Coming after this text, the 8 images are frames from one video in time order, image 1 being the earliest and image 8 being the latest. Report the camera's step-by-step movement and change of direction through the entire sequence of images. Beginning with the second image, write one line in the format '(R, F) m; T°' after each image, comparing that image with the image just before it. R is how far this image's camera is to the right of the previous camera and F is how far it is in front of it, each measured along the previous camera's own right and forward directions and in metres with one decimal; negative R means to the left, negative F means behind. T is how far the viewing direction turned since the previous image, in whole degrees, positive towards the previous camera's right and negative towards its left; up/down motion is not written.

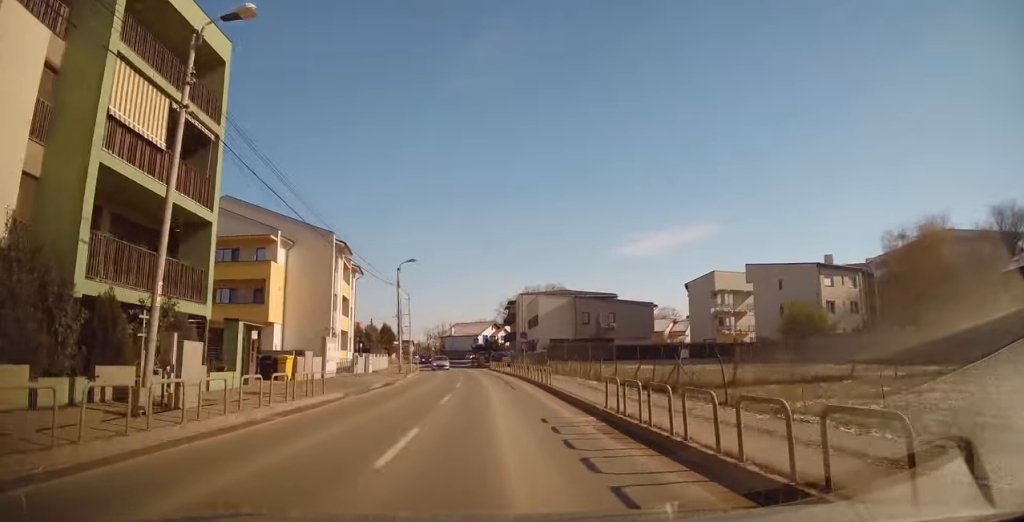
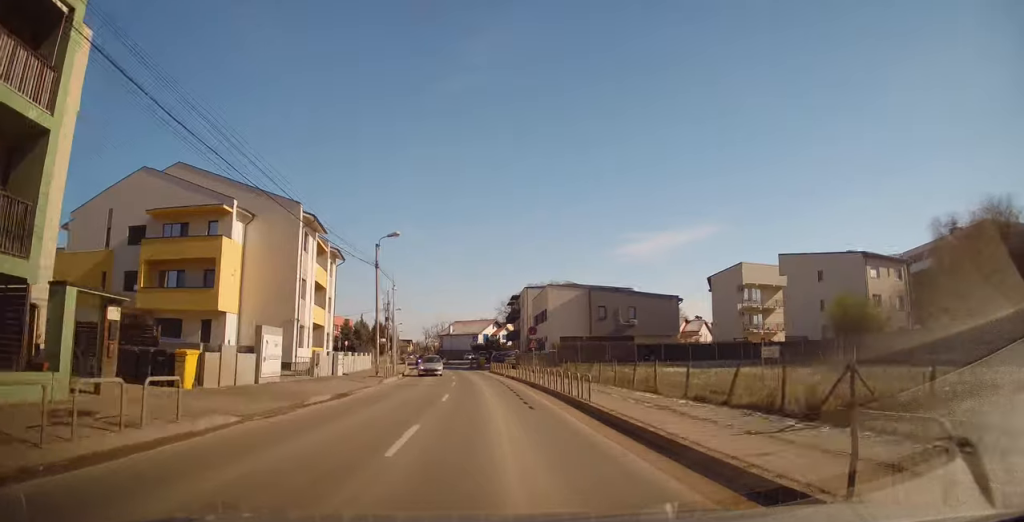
(0.0, +8.1) m; 0°
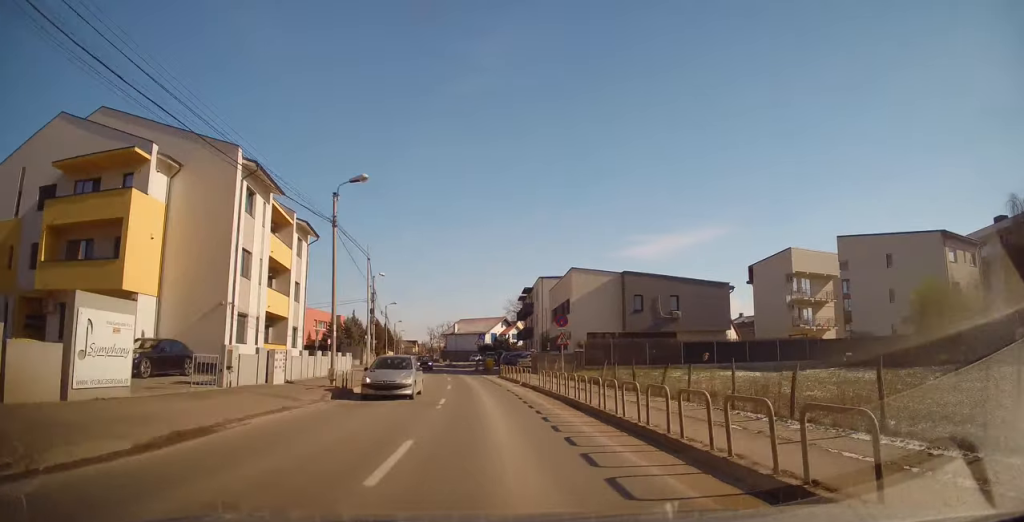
(0.0, +10.2) m; -1°
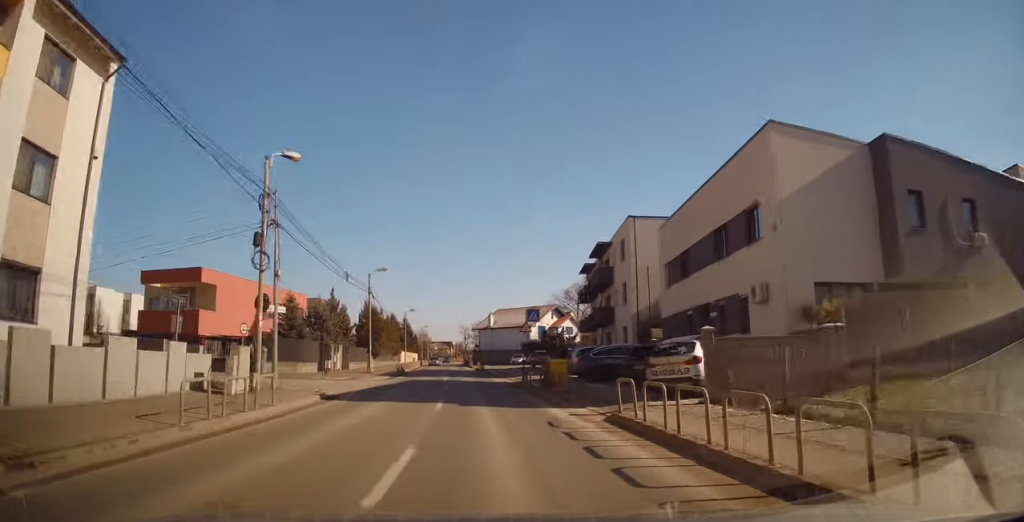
(-1.4, +26.5) m; -5°
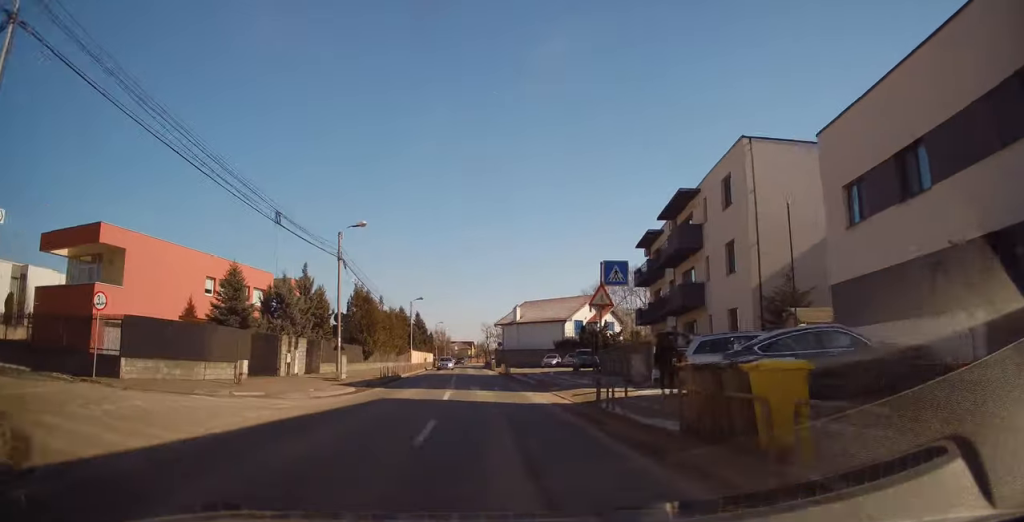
(-0.2, +13.8) m; 0°
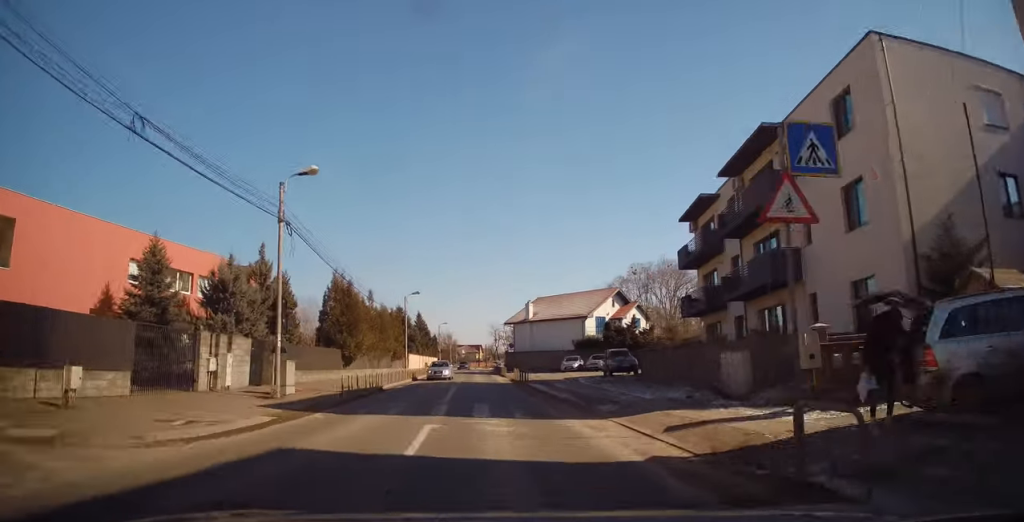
(+0.3, +8.7) m; 0°
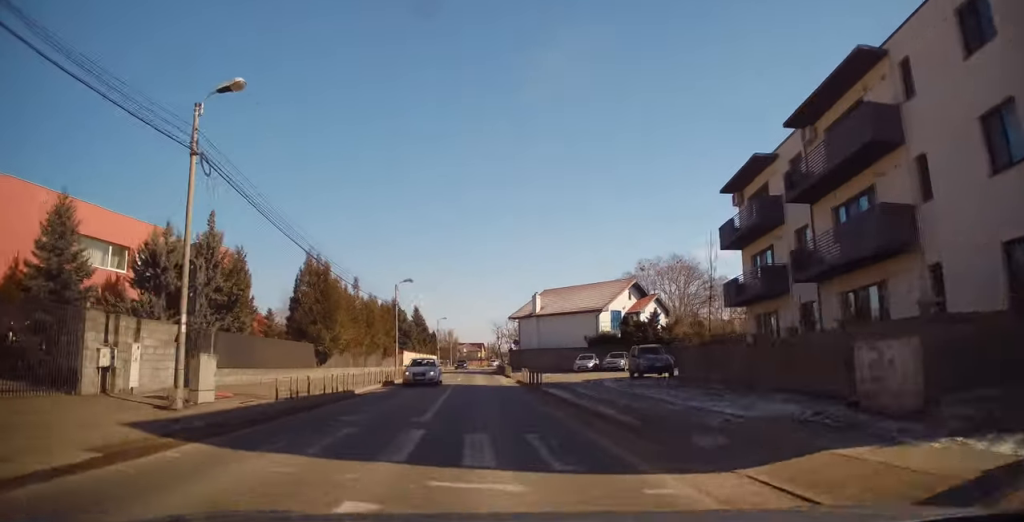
(-0.1, +6.2) m; -1°
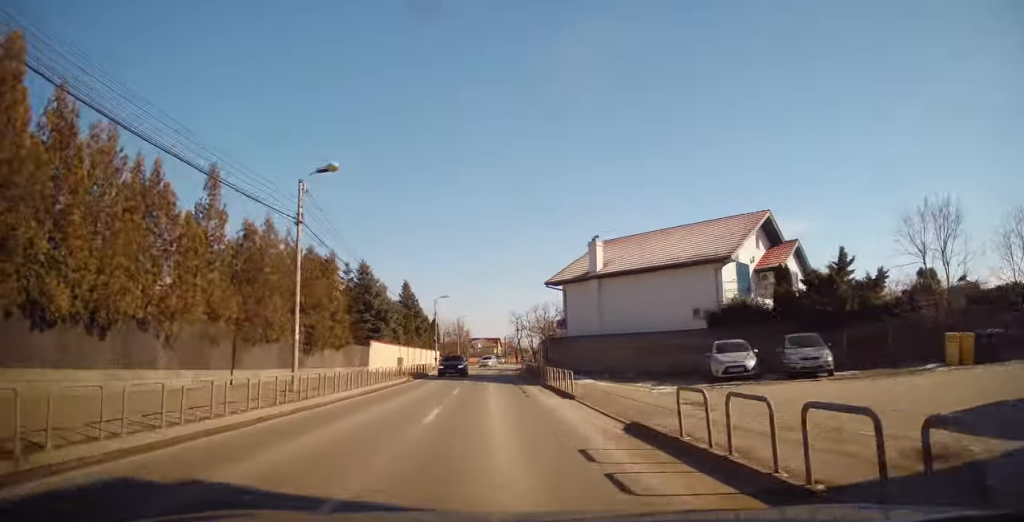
(-1.3, +24.1) m; -3°
